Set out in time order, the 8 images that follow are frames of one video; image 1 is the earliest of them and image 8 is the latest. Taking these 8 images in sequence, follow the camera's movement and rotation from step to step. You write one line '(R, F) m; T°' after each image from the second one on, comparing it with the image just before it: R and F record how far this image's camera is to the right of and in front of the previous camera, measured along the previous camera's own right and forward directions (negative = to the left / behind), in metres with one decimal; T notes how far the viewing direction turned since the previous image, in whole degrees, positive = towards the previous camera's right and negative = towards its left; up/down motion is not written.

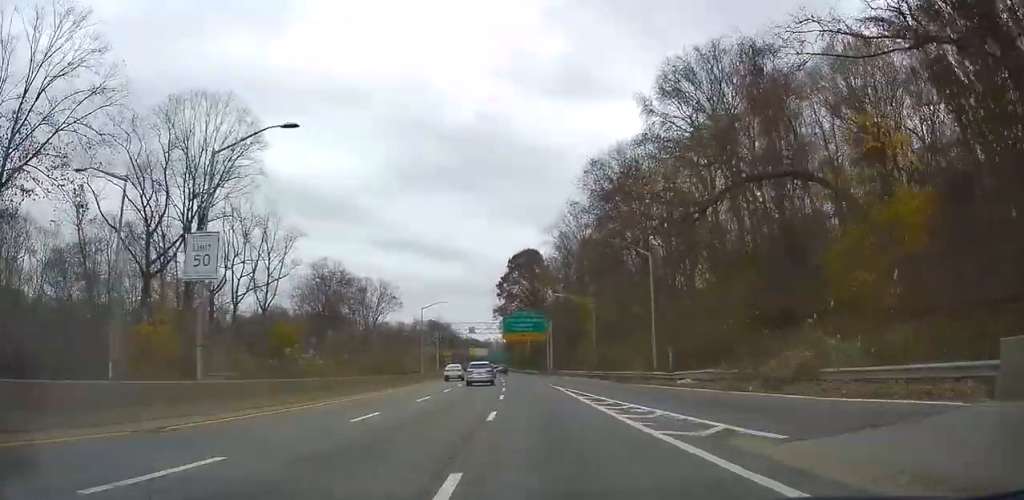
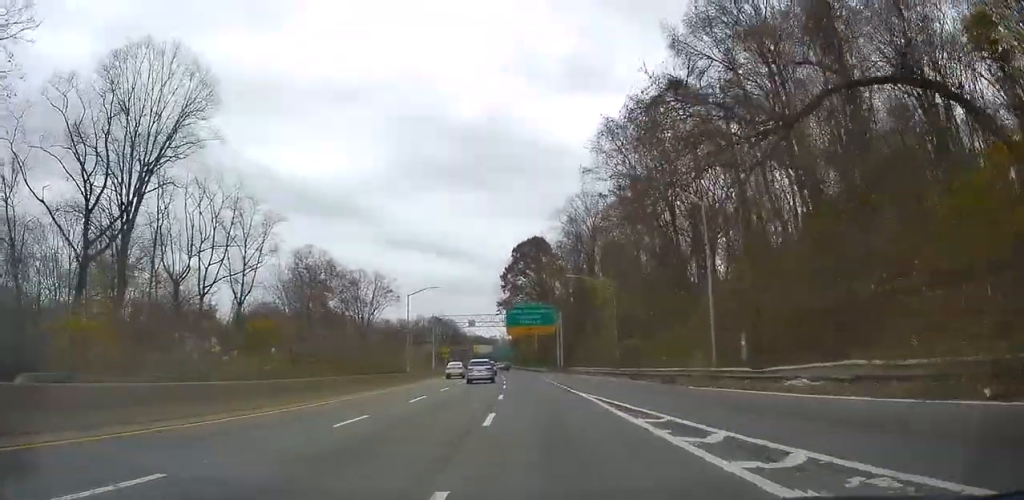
(+0.1, +11.4) m; 0°
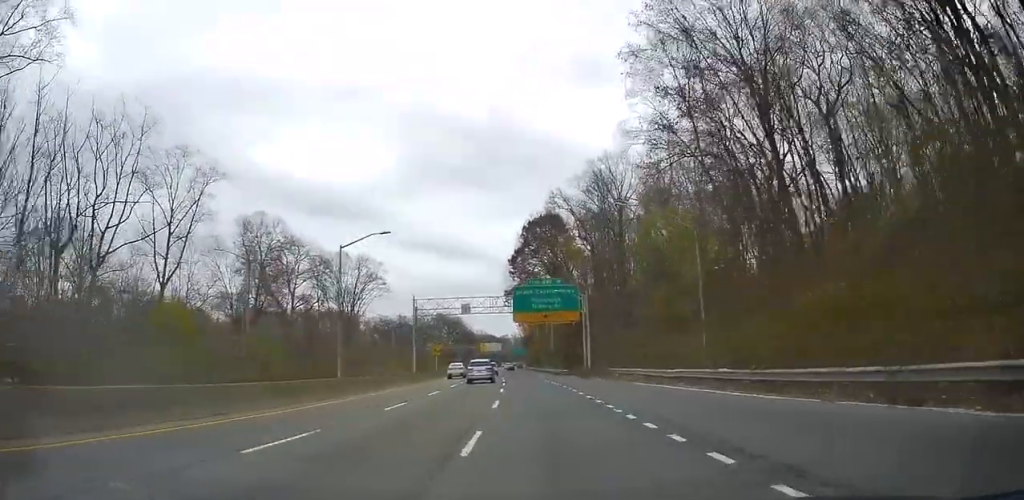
(-0.3, +24.9) m; -1°
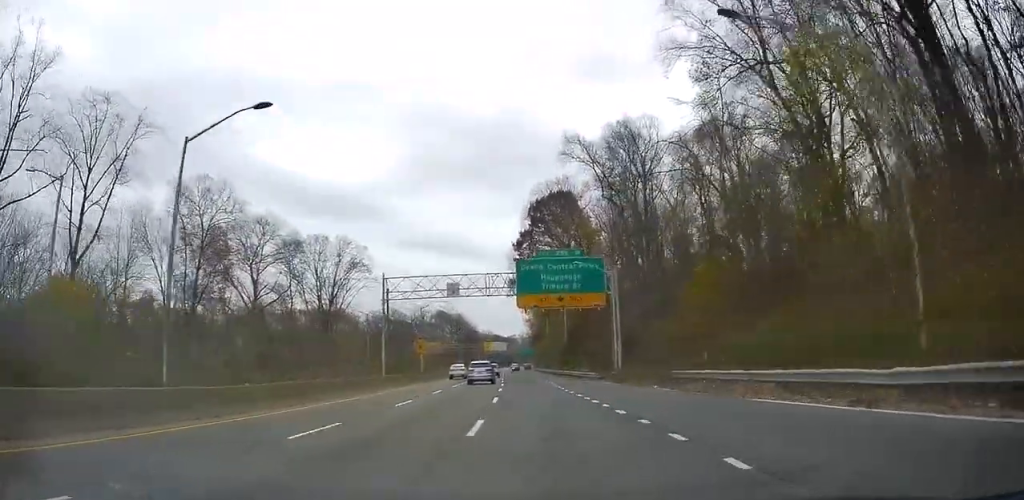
(-0.1, +17.9) m; 0°
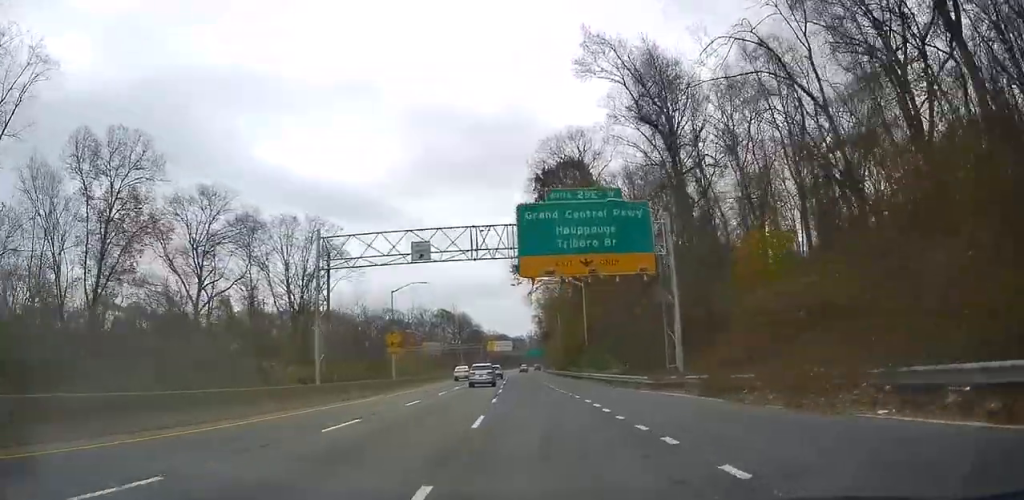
(0.0, +17.7) m; -1°
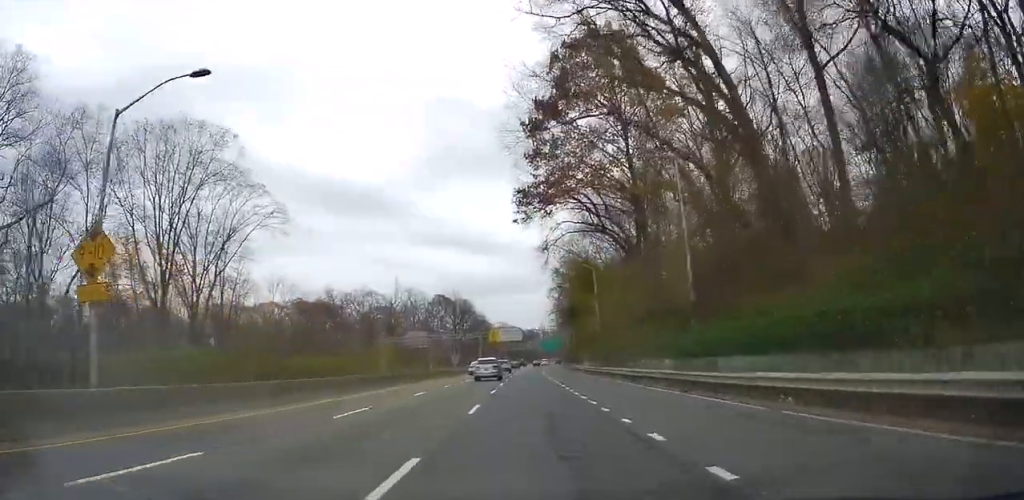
(-1.0, +37.6) m; -3°
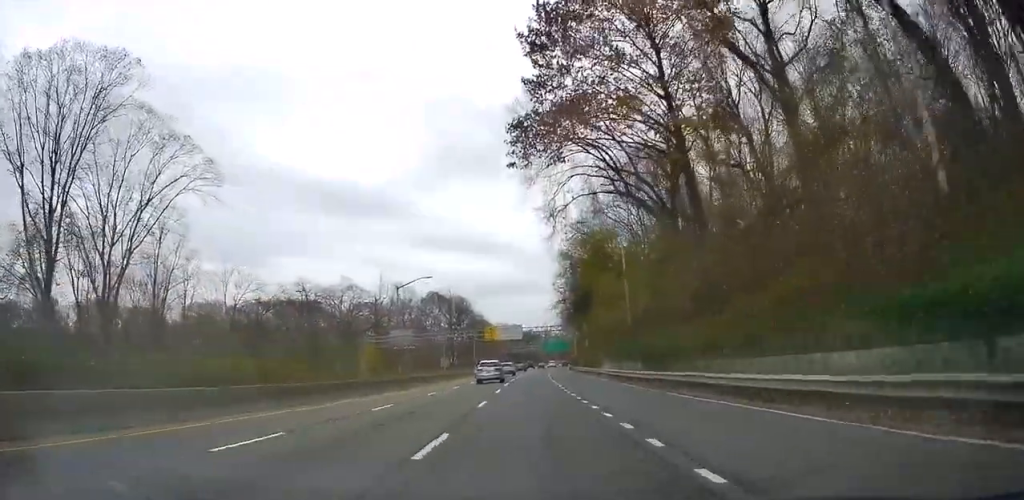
(0.0, +16.7) m; 0°
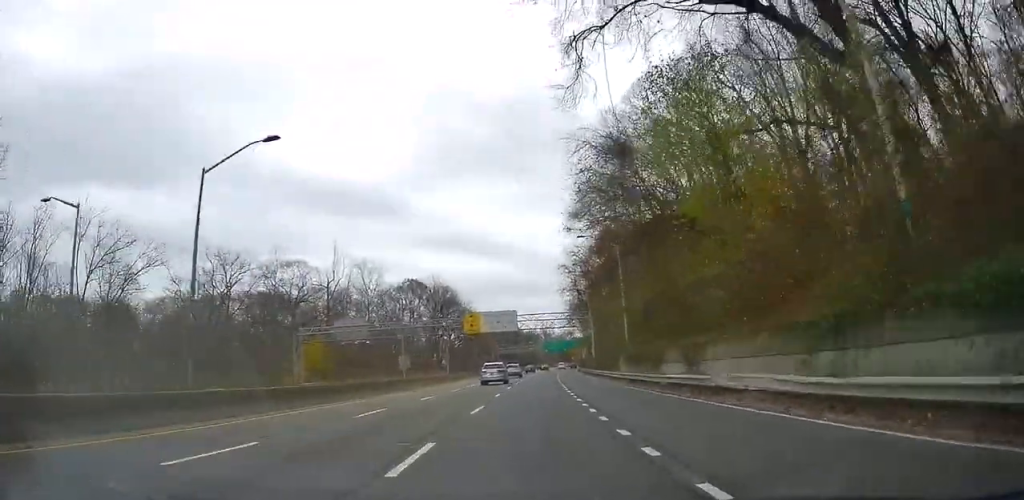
(-0.2, +30.9) m; -1°
